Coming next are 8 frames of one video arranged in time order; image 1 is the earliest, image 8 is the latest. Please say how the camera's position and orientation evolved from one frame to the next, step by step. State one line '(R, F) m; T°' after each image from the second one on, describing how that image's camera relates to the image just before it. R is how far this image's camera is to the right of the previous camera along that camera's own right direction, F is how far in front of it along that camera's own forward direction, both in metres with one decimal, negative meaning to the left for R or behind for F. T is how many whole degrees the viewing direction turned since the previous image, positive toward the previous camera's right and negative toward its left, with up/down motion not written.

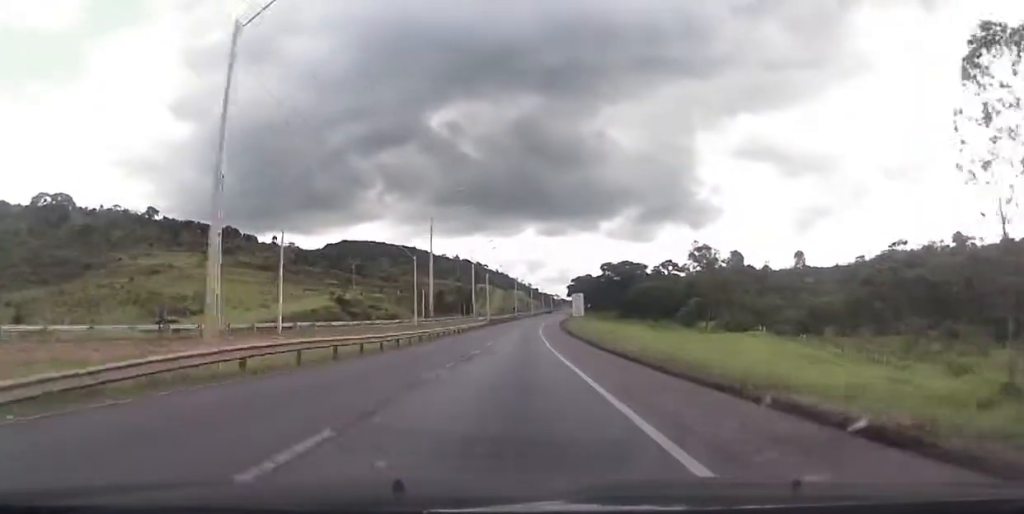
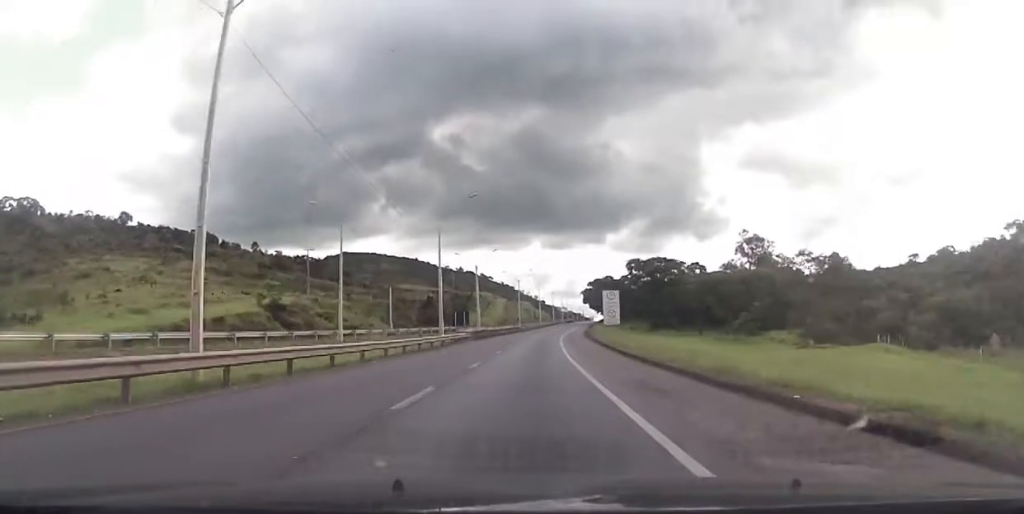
(-0.5, +41.4) m; -1°
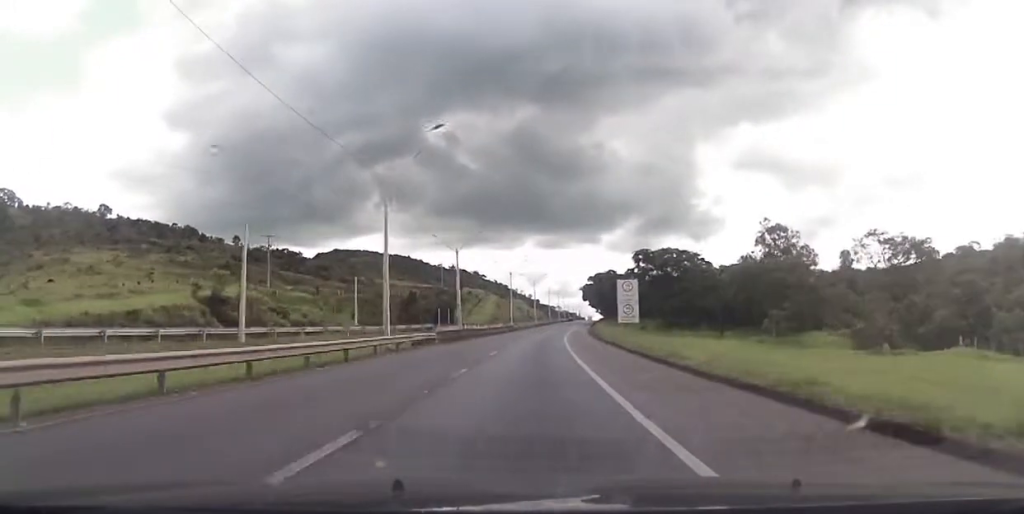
(0.0, +18.7) m; 0°
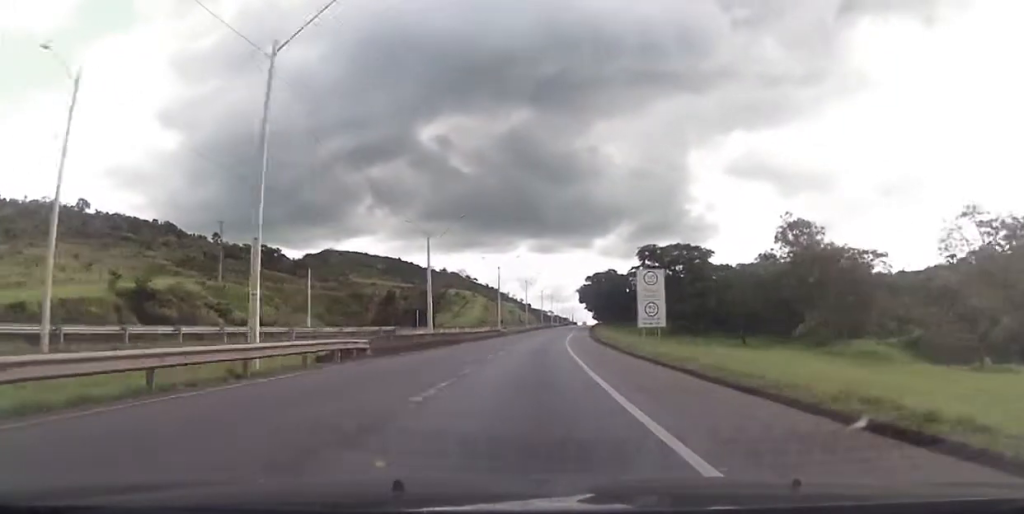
(0.0, +16.4) m; 0°
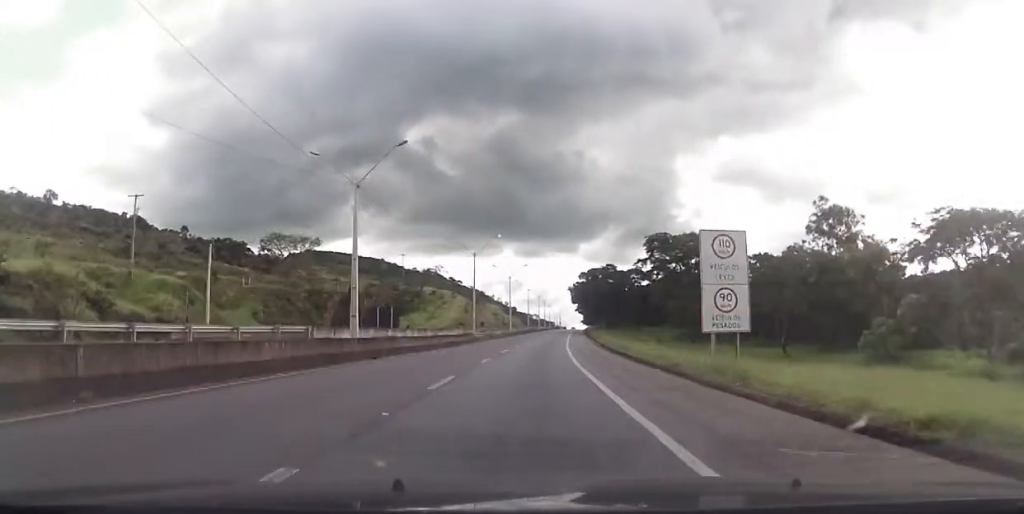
(0.0, +21.5) m; 0°
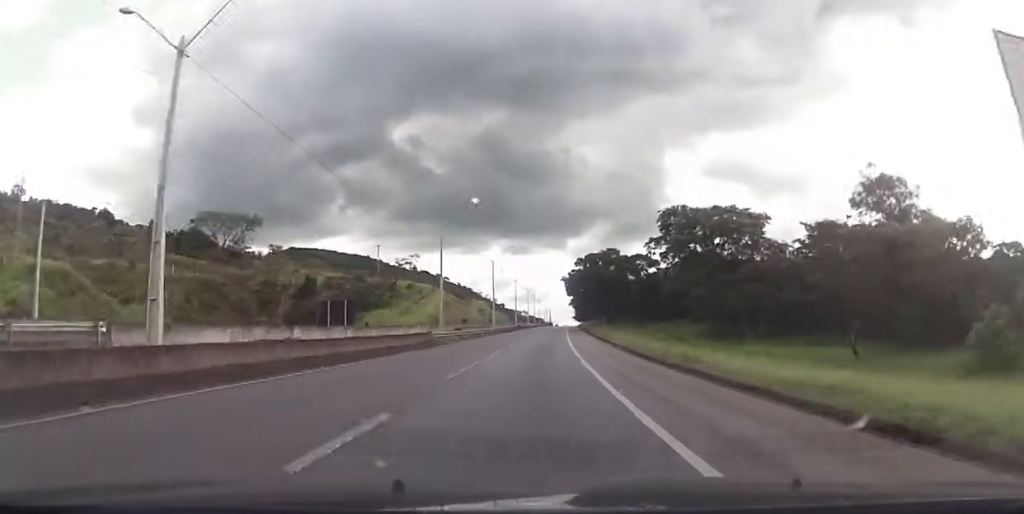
(-0.1, +20.1) m; +1°
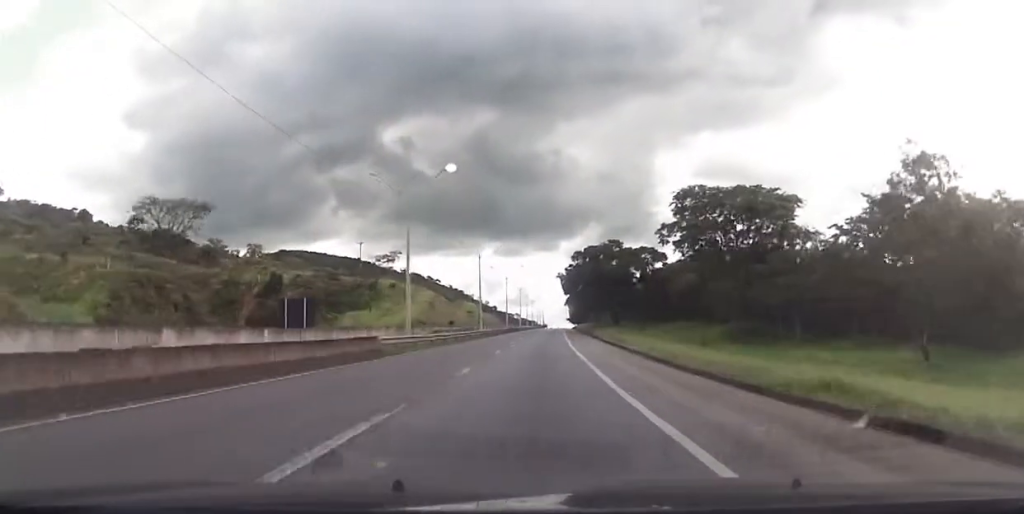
(+0.4, +12.6) m; 0°
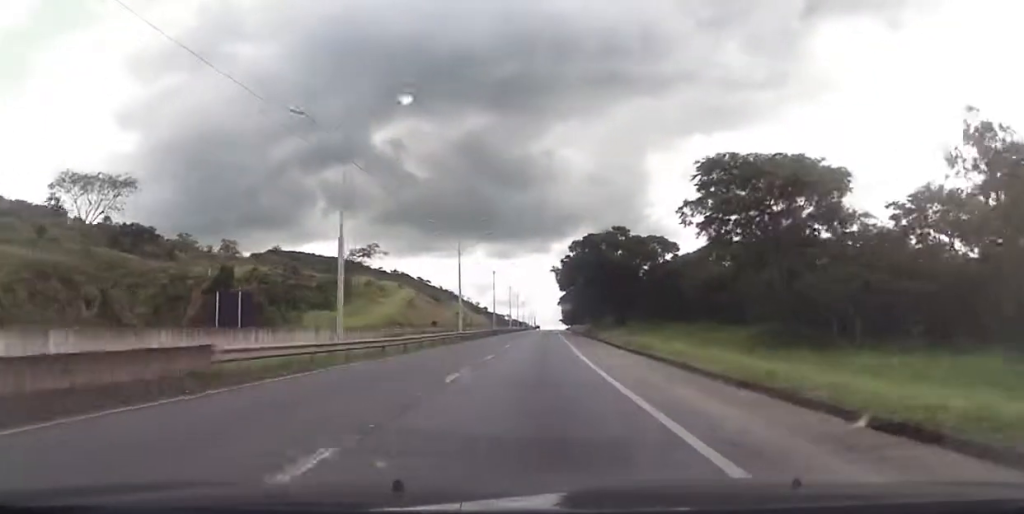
(+0.2, +14.4) m; 0°
